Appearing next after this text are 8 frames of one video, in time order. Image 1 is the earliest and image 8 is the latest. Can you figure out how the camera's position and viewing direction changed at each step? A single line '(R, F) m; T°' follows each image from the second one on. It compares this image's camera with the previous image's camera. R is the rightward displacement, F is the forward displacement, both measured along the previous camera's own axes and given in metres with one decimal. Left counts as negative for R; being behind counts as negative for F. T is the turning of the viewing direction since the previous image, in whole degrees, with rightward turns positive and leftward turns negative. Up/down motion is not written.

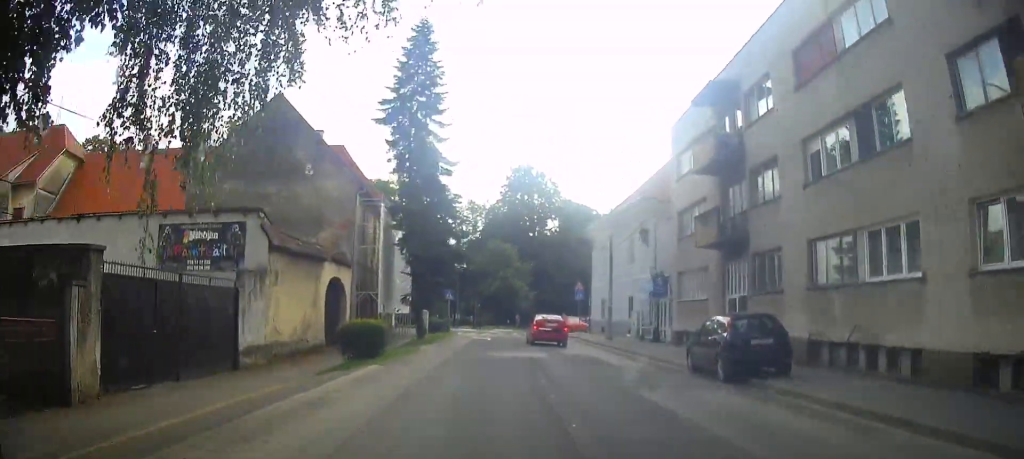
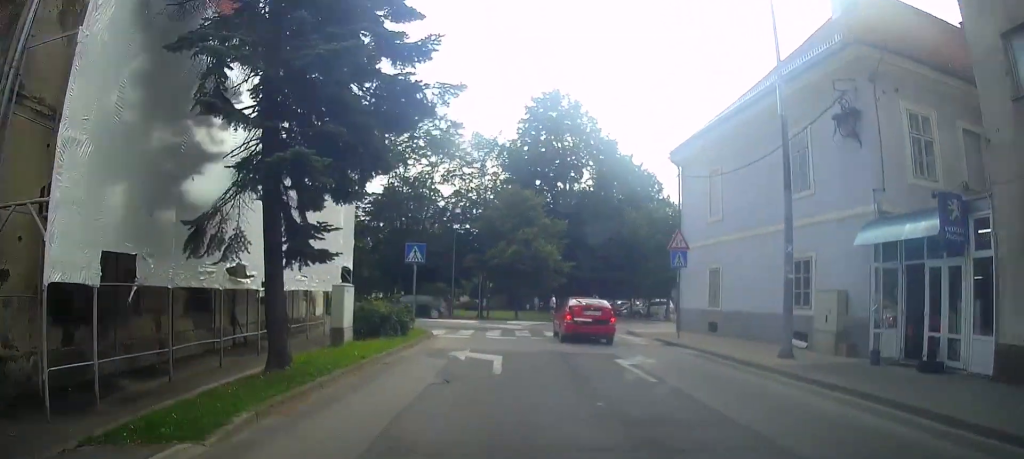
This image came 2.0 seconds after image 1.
(-0.7, +19.1) m; -4°
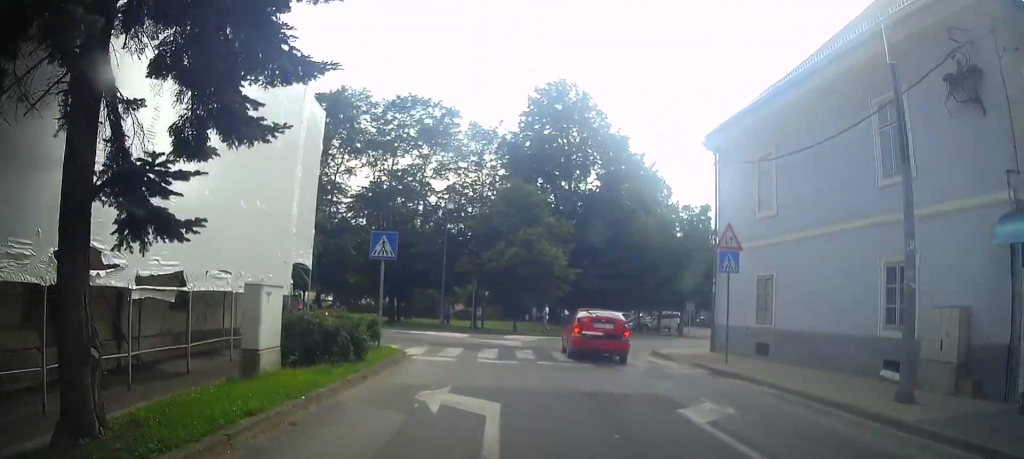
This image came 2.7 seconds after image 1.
(+0.2, +4.9) m; -3°
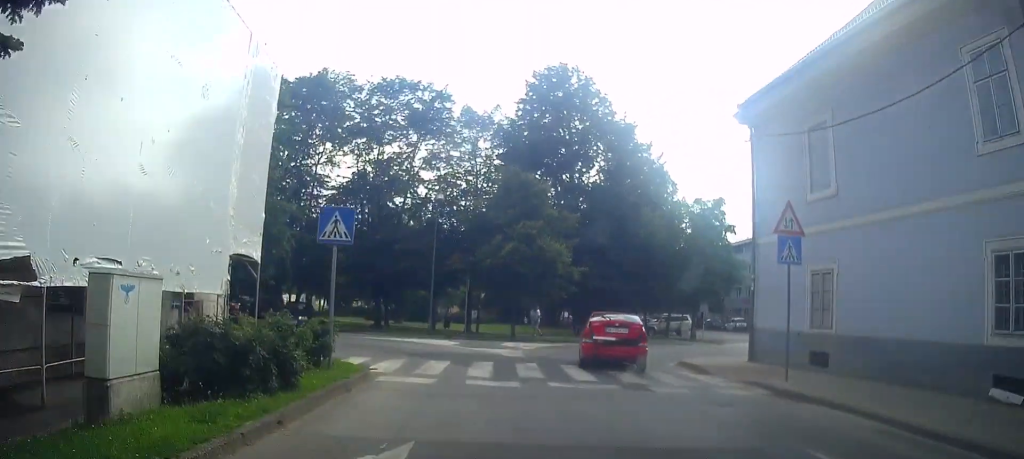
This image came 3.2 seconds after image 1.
(-0.3, +3.5) m; -2°
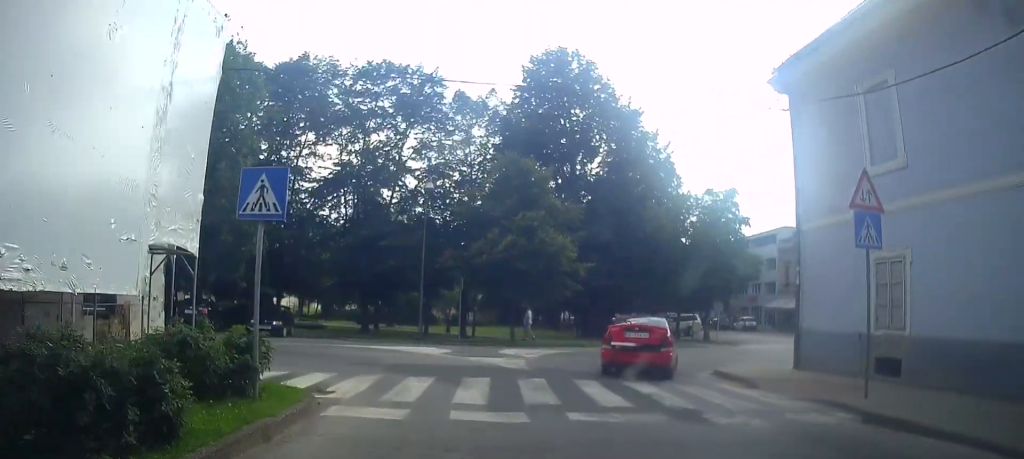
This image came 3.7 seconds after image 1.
(-0.2, +3.2) m; -2°
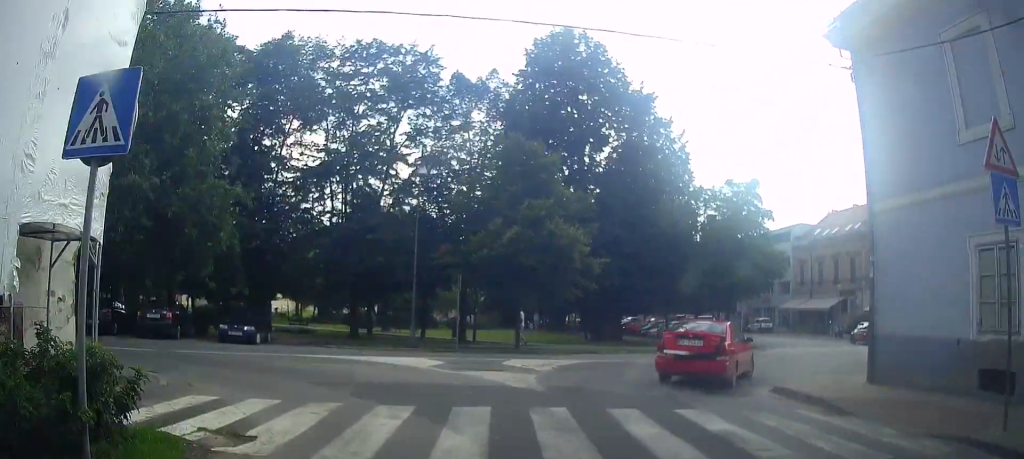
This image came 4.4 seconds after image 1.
(+0.1, +3.1) m; -2°
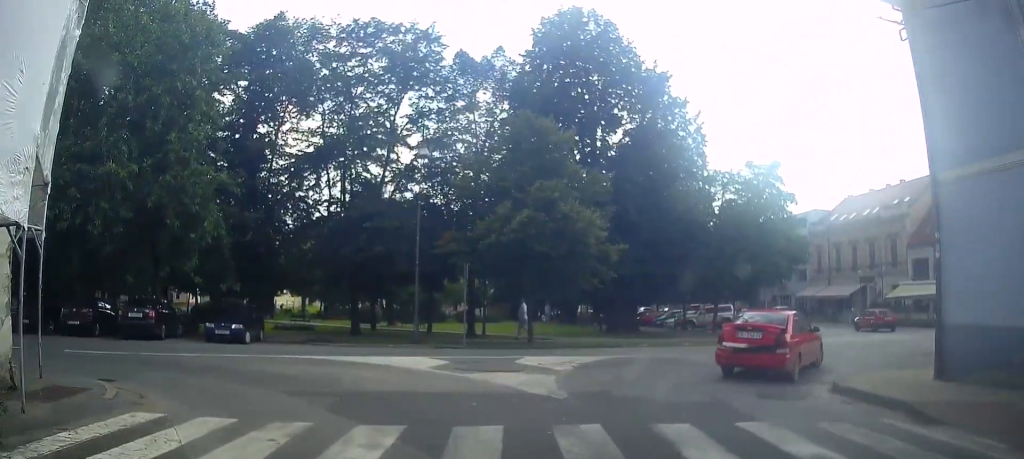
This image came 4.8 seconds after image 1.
(0.0, +1.8) m; -2°
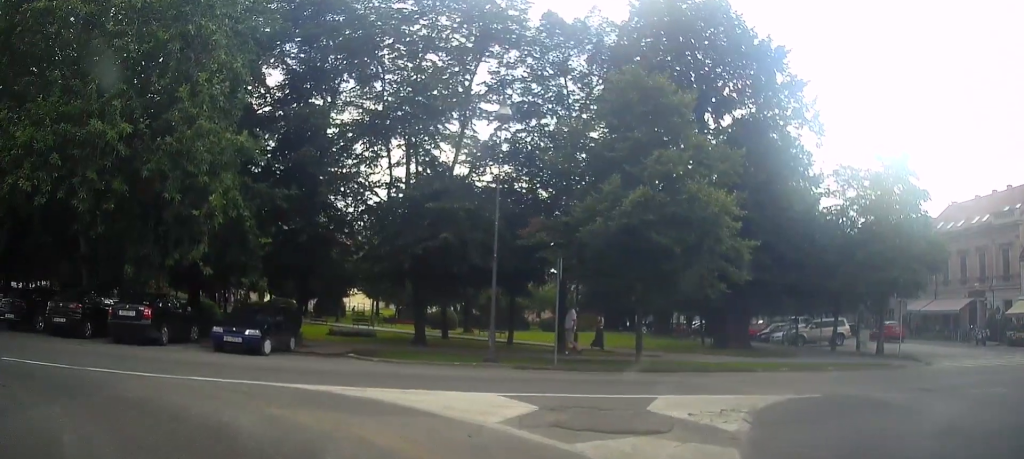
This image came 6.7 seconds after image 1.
(-0.7, +5.4) m; -15°
